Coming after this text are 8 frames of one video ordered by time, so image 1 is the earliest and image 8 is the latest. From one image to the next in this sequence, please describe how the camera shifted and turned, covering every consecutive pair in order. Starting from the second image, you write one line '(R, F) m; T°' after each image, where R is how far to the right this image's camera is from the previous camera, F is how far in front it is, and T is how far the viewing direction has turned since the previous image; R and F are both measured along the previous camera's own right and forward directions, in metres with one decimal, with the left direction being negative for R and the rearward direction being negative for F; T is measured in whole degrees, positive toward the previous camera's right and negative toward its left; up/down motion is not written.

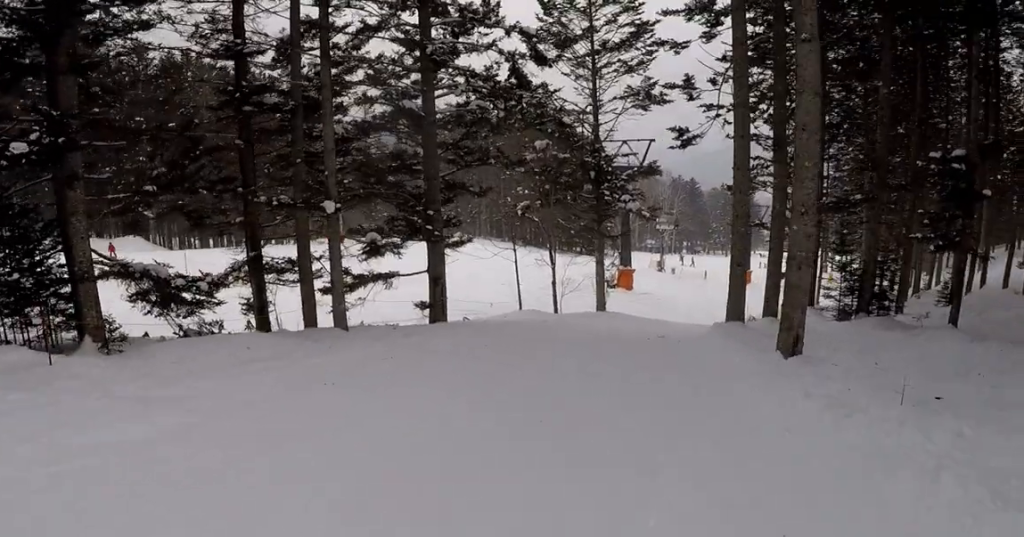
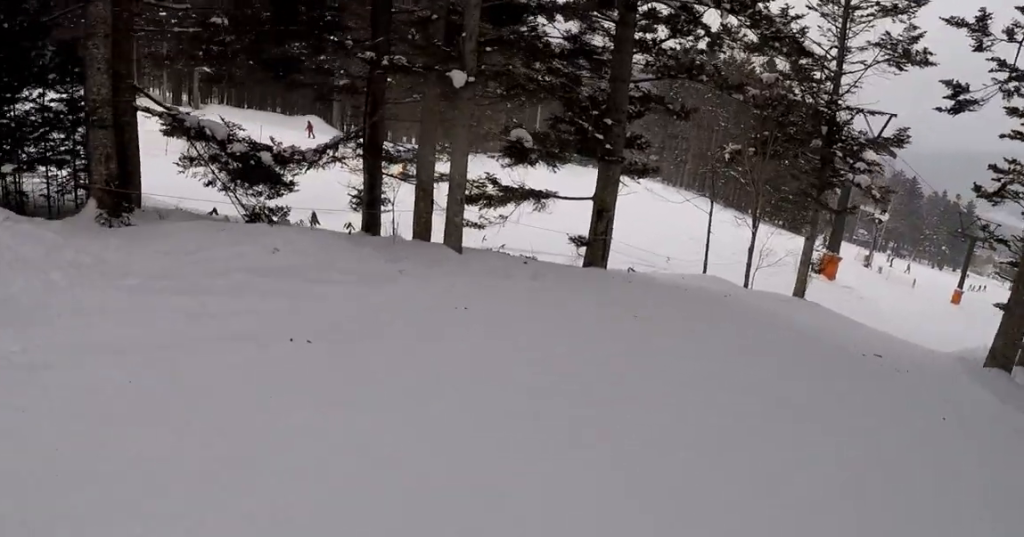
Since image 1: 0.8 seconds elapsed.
(-0.2, +4.2) m; 0°
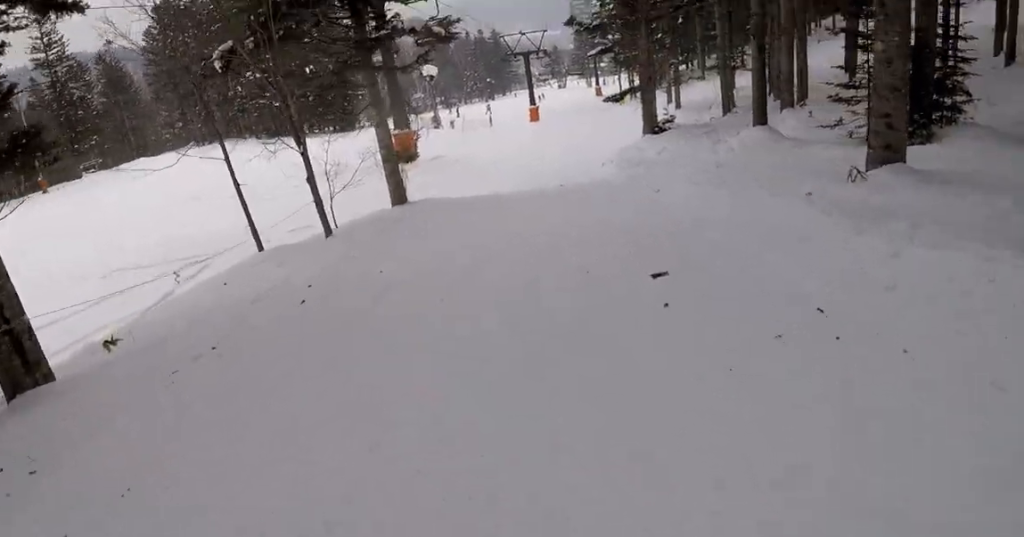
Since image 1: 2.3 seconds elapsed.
(+0.7, +9.2) m; +15°
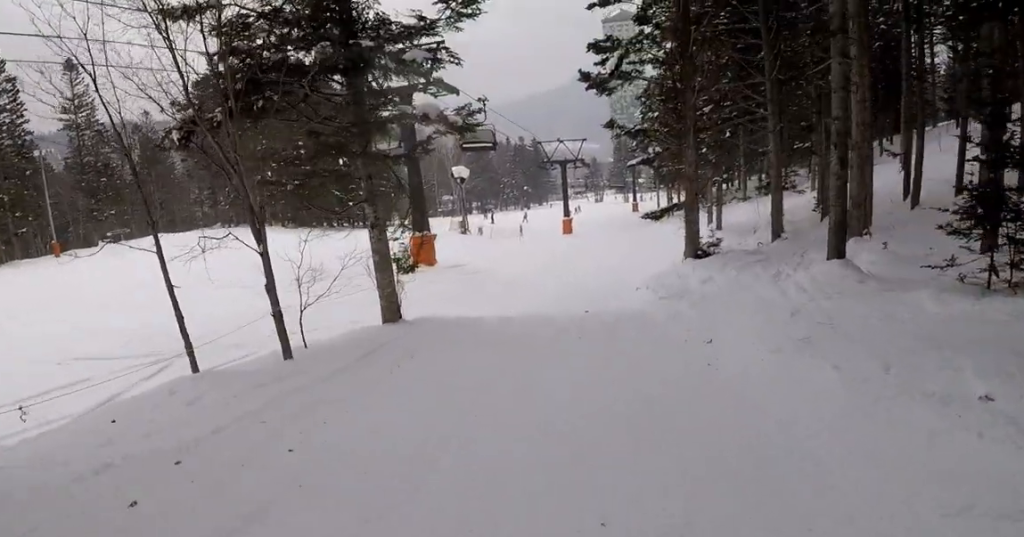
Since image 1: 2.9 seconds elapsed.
(+0.1, +3.9) m; 0°
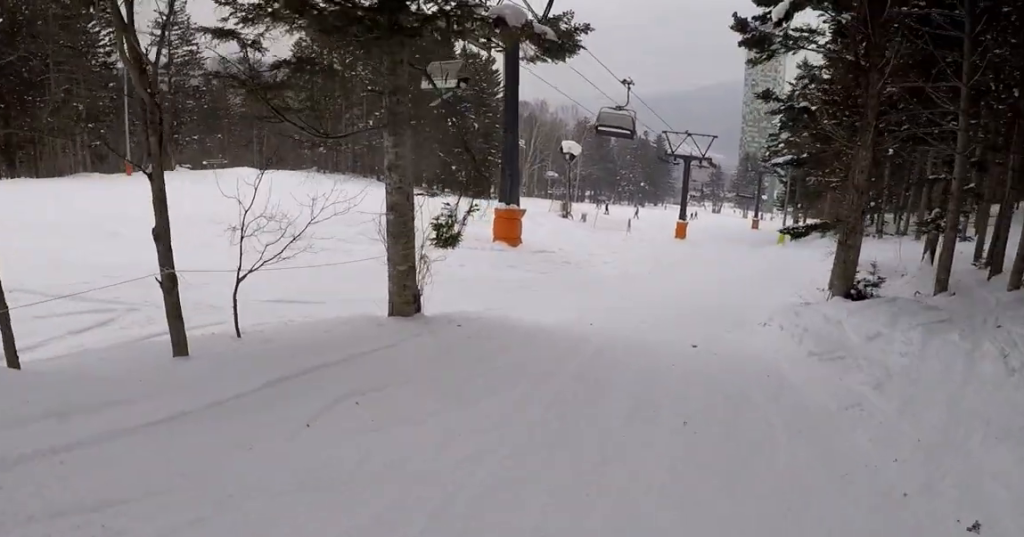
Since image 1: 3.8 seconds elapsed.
(0.0, +5.9) m; +1°
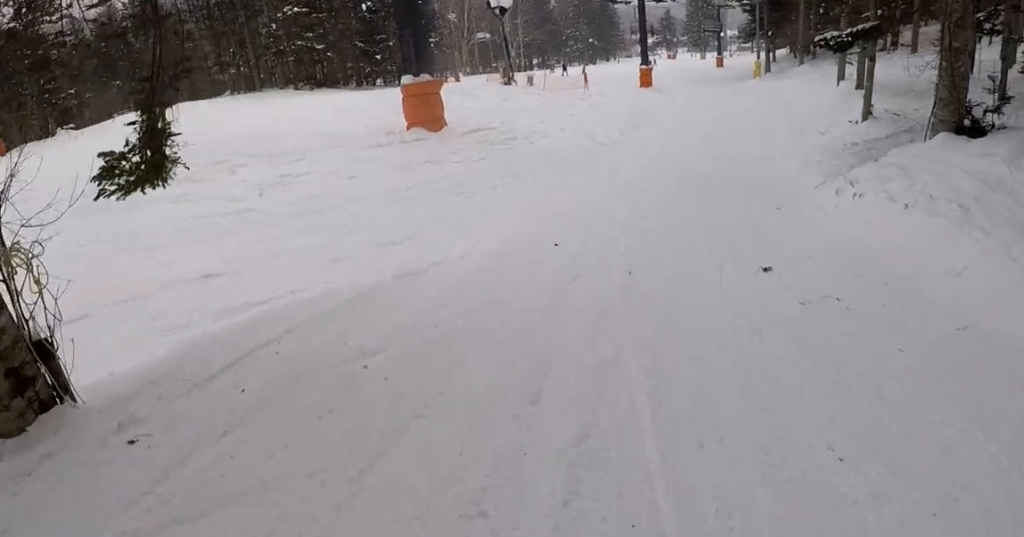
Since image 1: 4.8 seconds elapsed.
(+0.1, +7.4) m; +5°
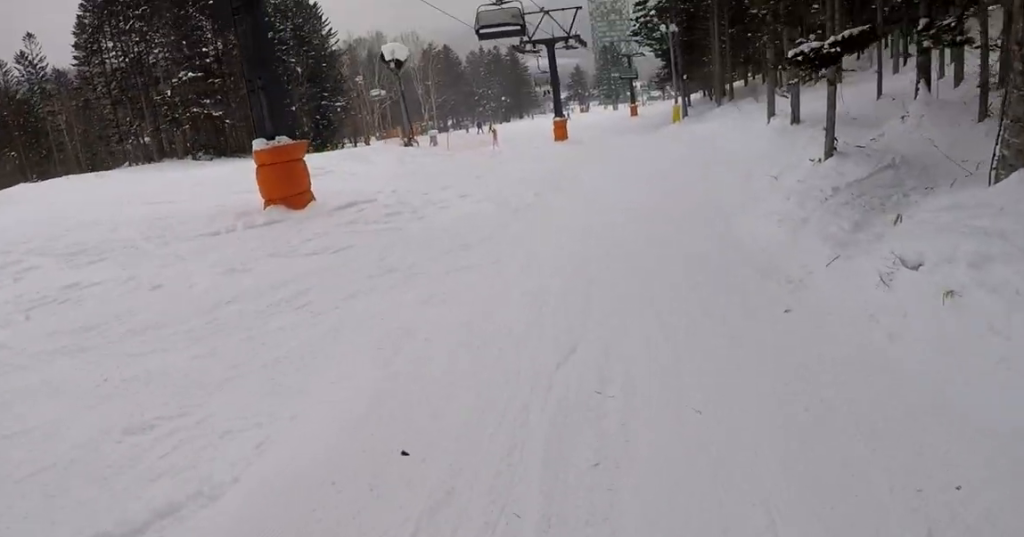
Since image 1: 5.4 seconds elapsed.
(-0.1, +4.7) m; +5°
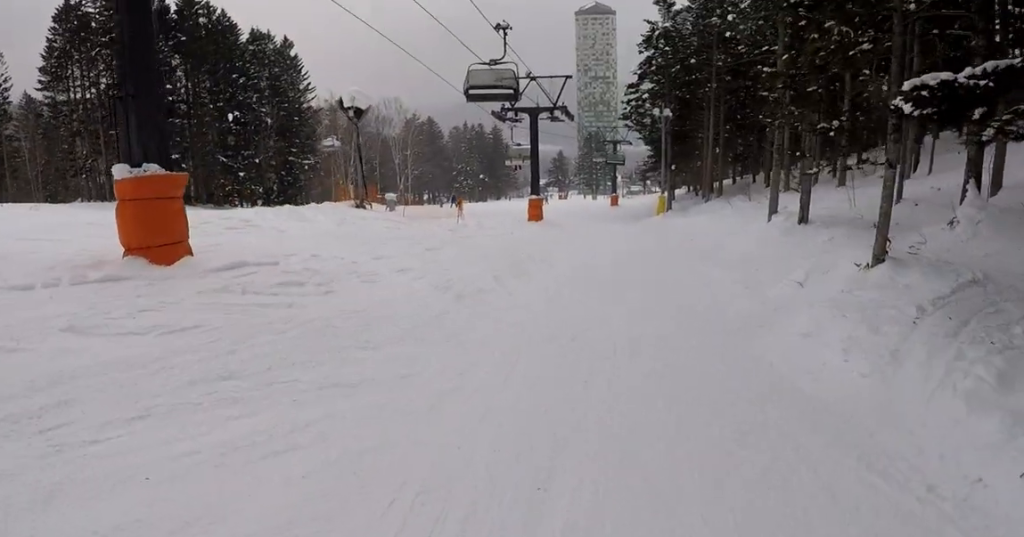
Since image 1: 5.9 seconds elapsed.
(+0.6, +4.5) m; 0°
